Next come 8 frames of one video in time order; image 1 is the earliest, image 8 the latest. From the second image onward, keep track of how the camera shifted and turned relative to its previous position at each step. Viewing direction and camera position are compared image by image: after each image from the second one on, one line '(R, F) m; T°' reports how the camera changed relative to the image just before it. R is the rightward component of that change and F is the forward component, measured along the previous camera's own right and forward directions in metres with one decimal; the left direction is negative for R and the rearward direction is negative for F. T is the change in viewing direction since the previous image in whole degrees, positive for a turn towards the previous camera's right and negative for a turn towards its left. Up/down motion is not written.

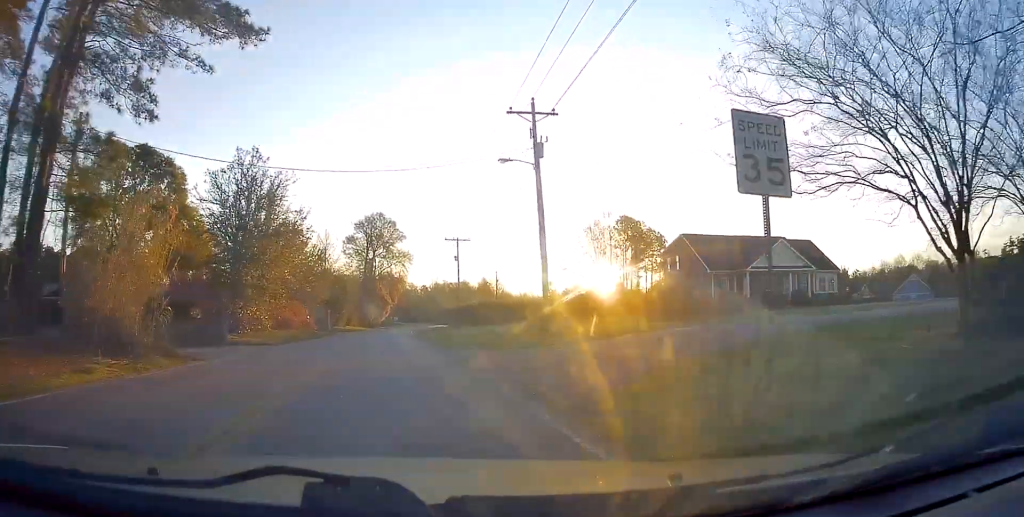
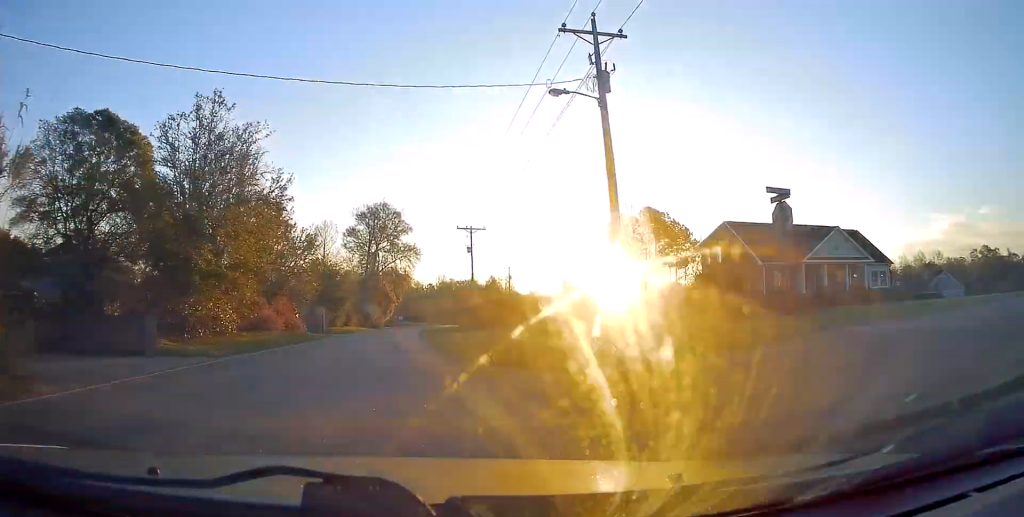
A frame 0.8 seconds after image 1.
(+0.1, +8.1) m; +2°
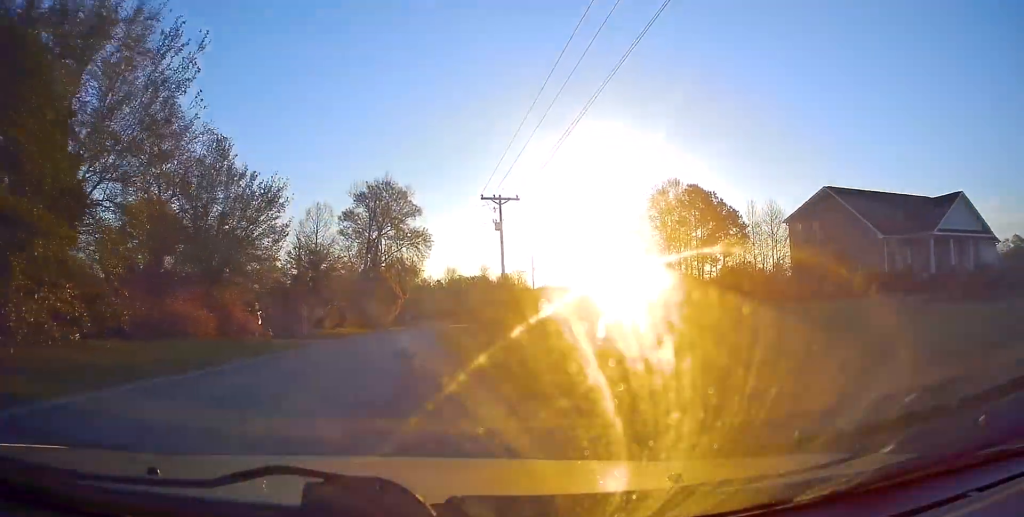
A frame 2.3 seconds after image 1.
(+0.4, +14.7) m; -5°
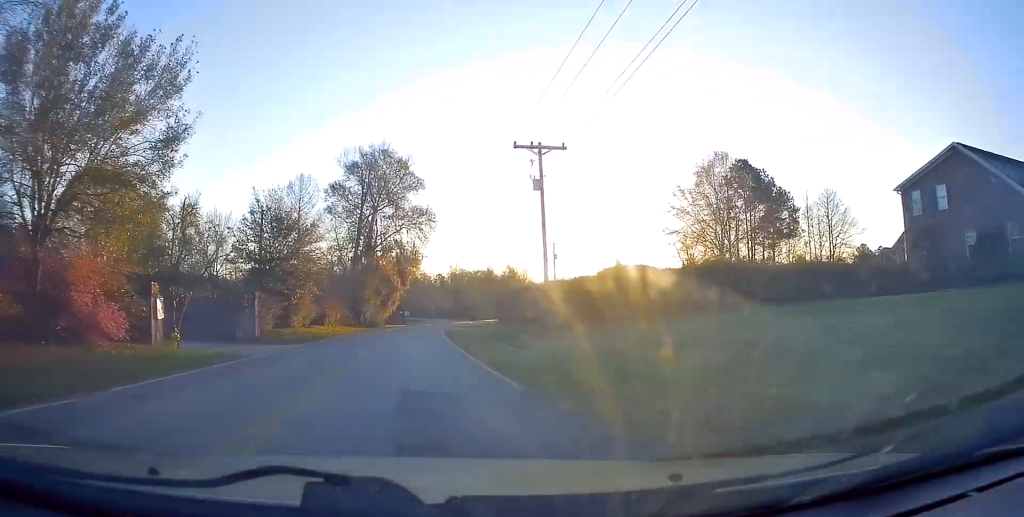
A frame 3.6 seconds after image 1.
(-0.9, +12.9) m; +9°
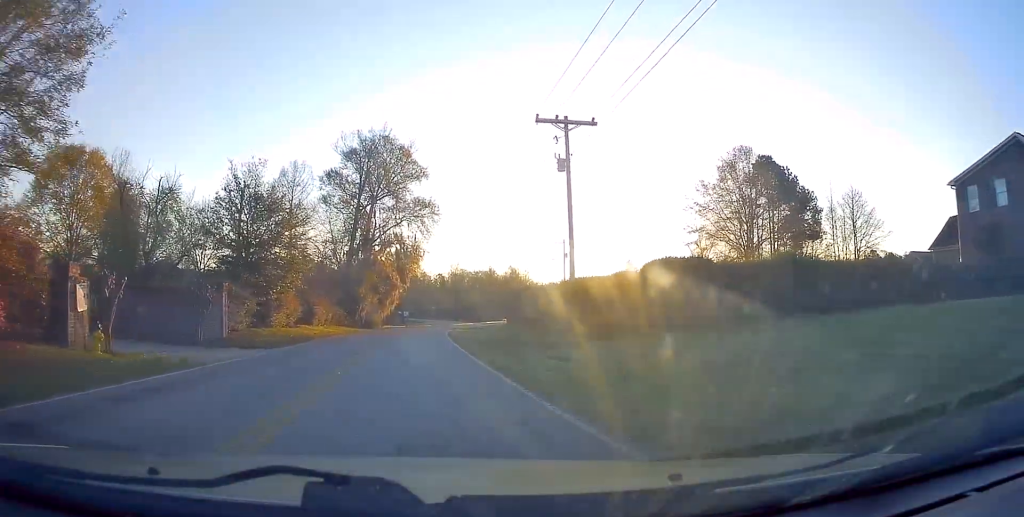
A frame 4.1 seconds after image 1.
(+1.3, +5.0) m; +6°
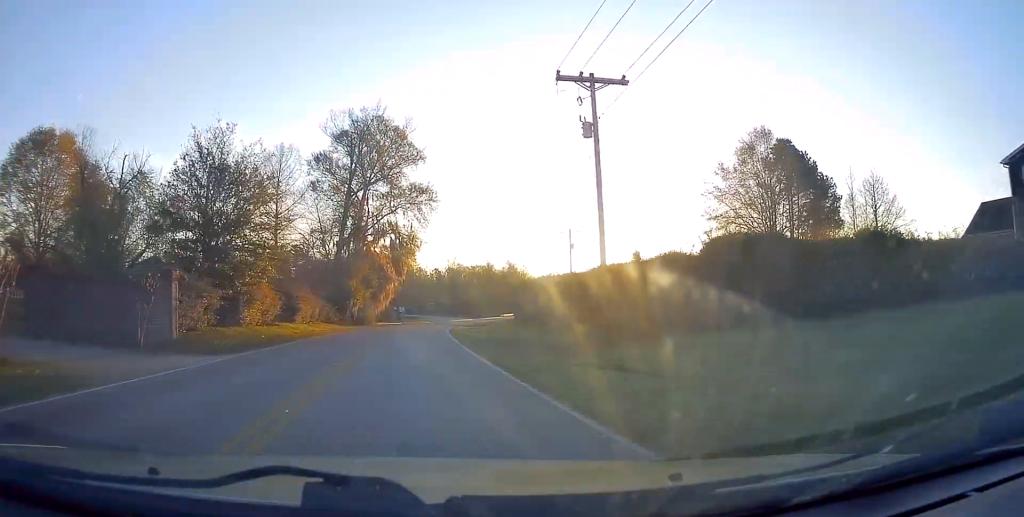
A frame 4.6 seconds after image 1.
(+0.6, +4.9) m; +4°
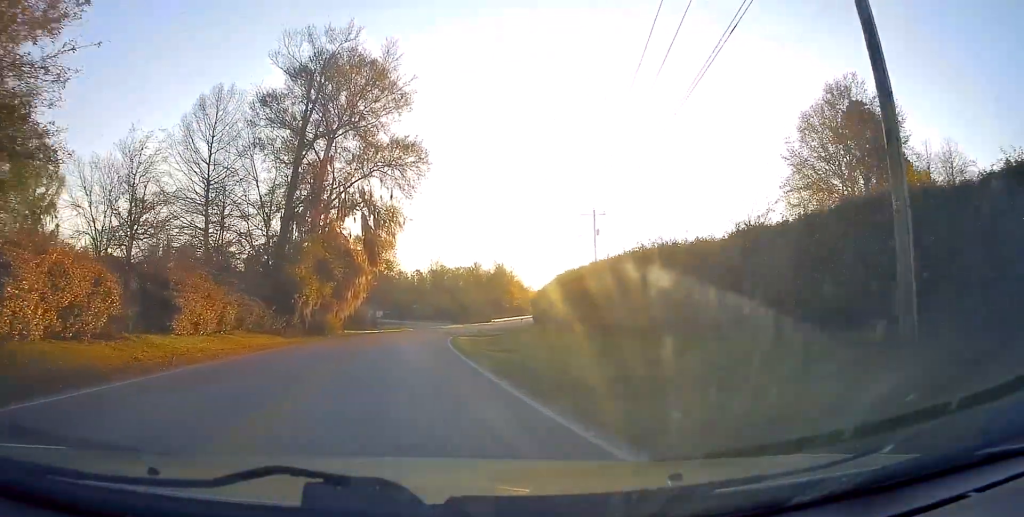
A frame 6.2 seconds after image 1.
(-2.1, +15.8) m; -15°
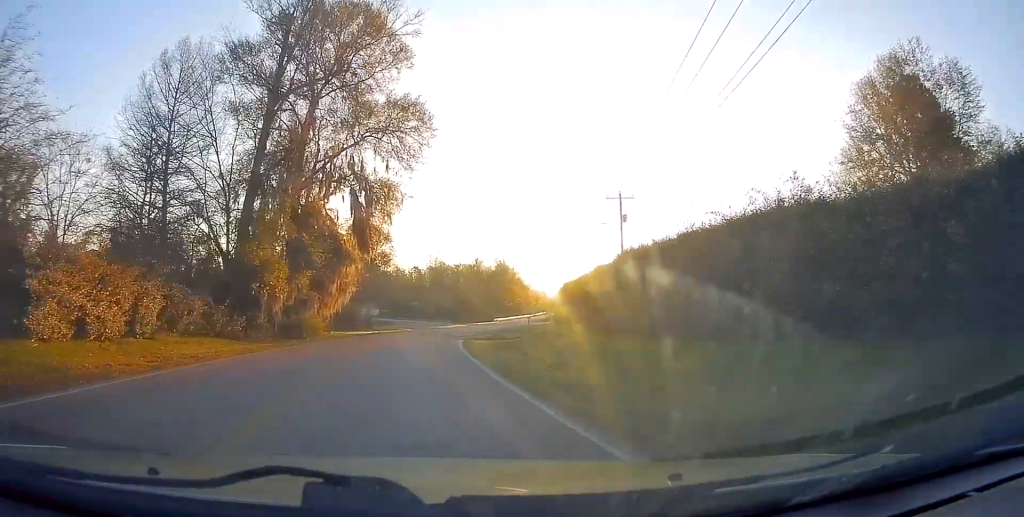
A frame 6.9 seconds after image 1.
(-0.5, +7.4) m; -1°
